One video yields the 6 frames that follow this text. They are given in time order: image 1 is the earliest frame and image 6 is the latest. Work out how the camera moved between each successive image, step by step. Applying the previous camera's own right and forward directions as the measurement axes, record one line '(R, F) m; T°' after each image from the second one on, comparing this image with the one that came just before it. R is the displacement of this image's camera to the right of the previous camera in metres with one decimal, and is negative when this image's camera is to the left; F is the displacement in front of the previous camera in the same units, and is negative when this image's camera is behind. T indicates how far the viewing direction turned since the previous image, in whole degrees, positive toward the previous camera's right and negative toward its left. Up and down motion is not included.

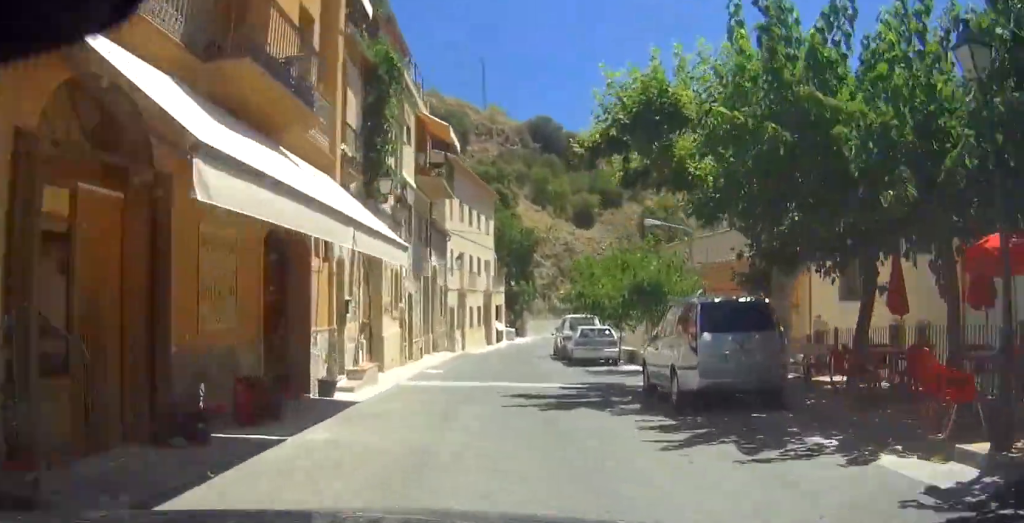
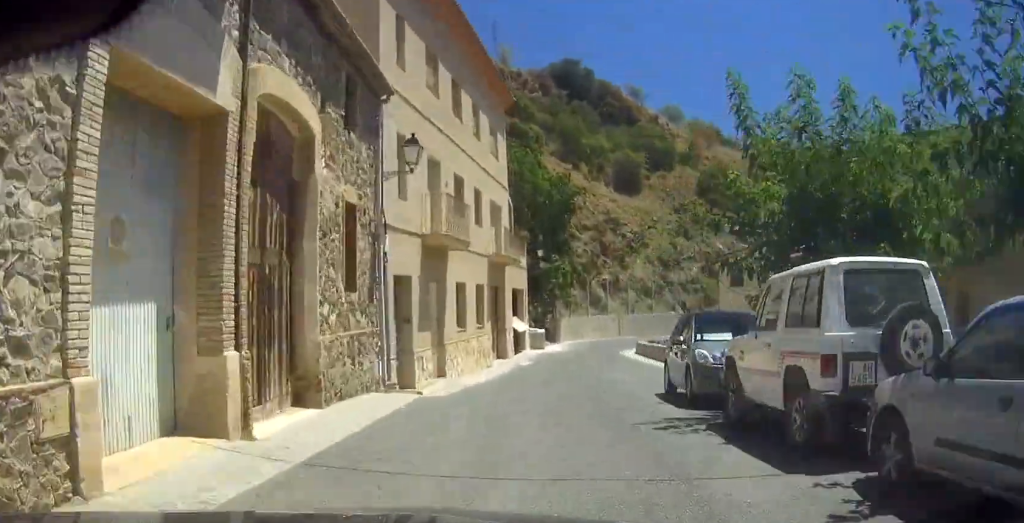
(+0.2, +23.9) m; +3°
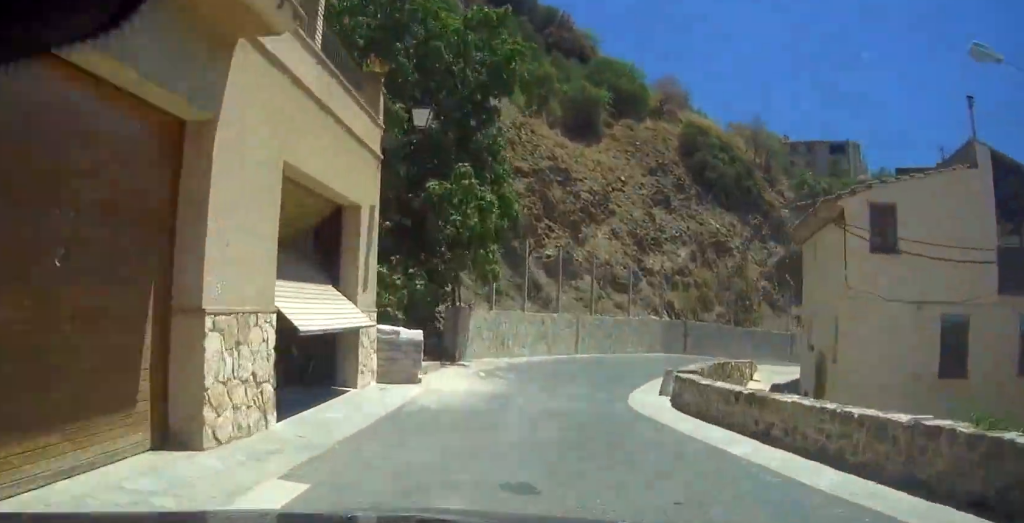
(+1.2, +24.6) m; +5°
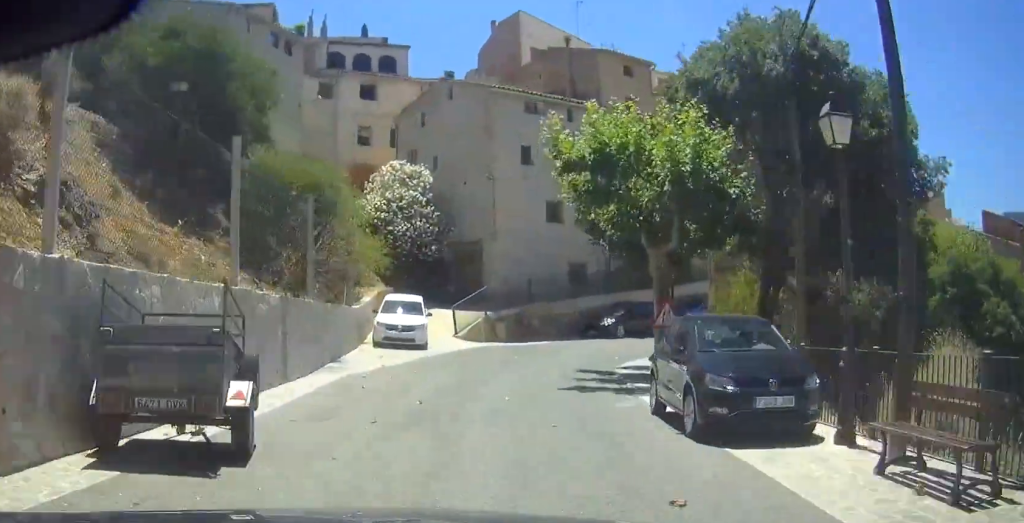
(+23.0, +43.5) m; +66°
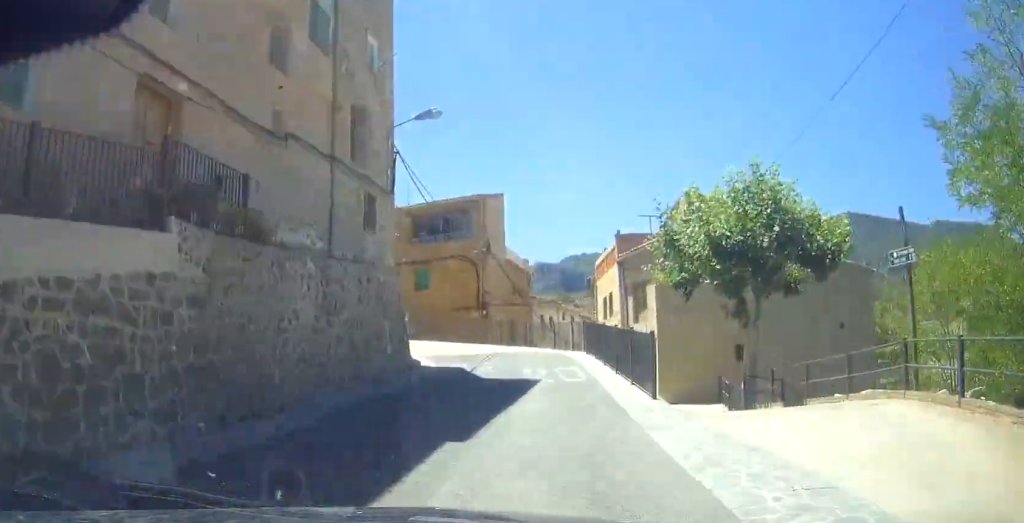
(+9.8, +40.3) m; +17°
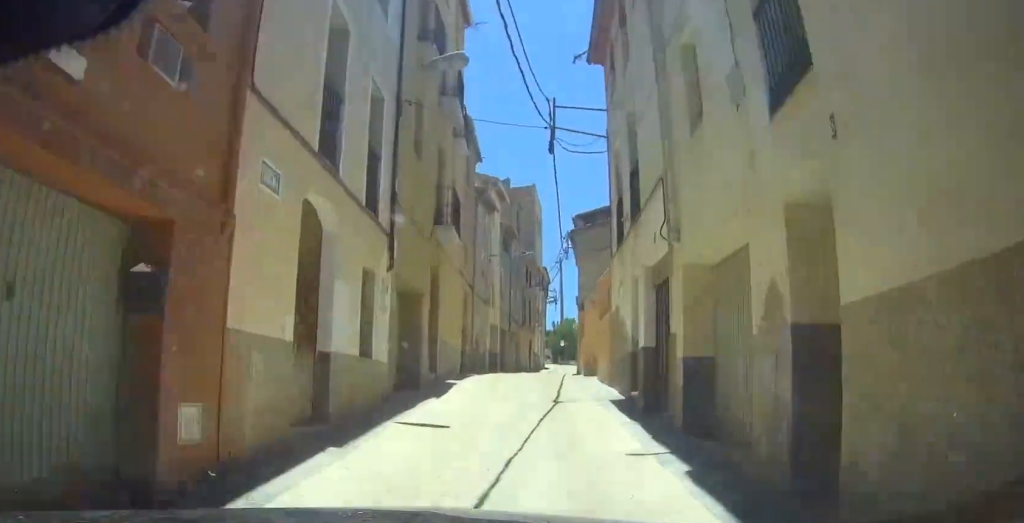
(-11.9, +53.0) m; -31°
